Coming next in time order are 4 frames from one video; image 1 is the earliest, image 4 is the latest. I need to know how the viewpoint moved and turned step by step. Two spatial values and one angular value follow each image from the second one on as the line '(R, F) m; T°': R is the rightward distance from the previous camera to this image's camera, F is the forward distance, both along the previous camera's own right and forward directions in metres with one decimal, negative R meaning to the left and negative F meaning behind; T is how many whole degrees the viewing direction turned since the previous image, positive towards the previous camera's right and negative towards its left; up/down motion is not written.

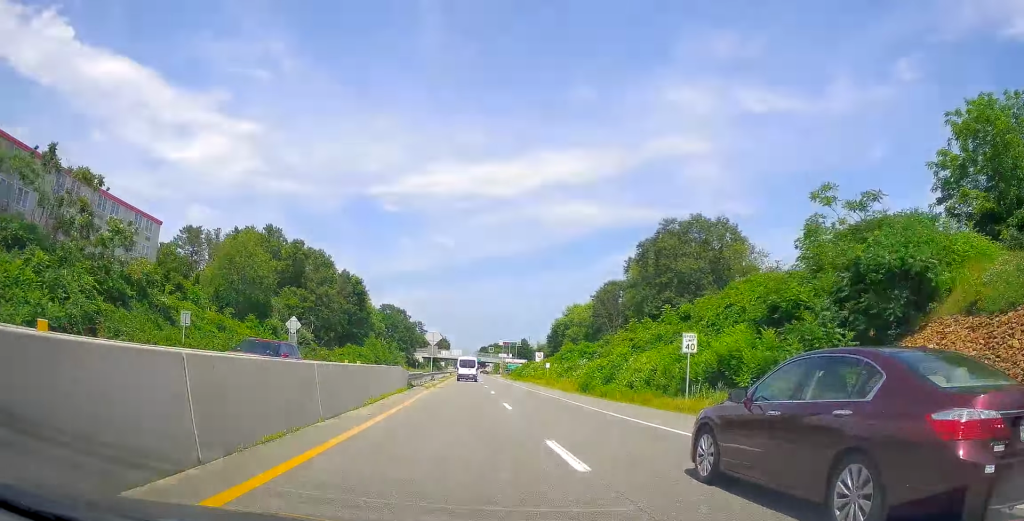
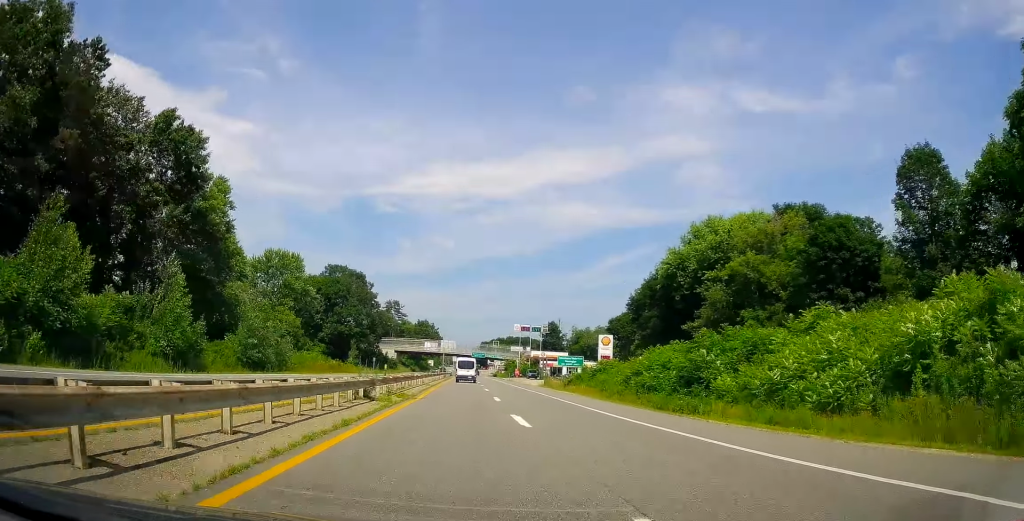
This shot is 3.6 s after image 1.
(+1.3, +90.3) m; +2°
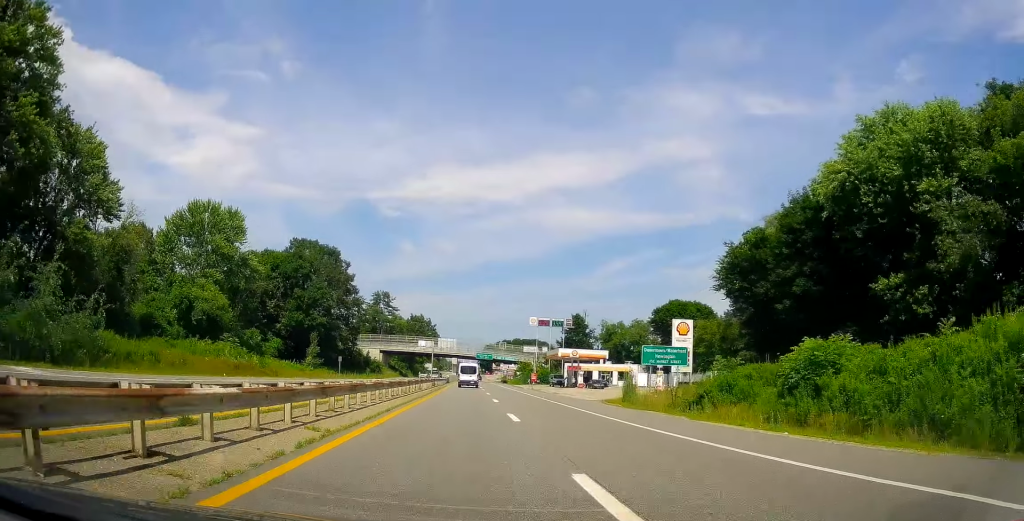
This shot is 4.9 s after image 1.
(+0.3, +33.8) m; -1°
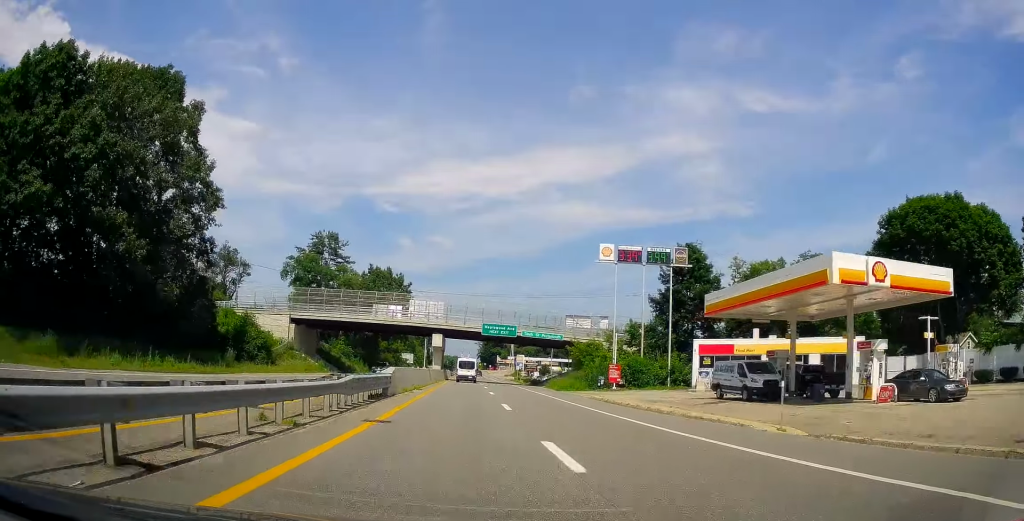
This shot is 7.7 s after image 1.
(+0.3, +68.7) m; +2°
